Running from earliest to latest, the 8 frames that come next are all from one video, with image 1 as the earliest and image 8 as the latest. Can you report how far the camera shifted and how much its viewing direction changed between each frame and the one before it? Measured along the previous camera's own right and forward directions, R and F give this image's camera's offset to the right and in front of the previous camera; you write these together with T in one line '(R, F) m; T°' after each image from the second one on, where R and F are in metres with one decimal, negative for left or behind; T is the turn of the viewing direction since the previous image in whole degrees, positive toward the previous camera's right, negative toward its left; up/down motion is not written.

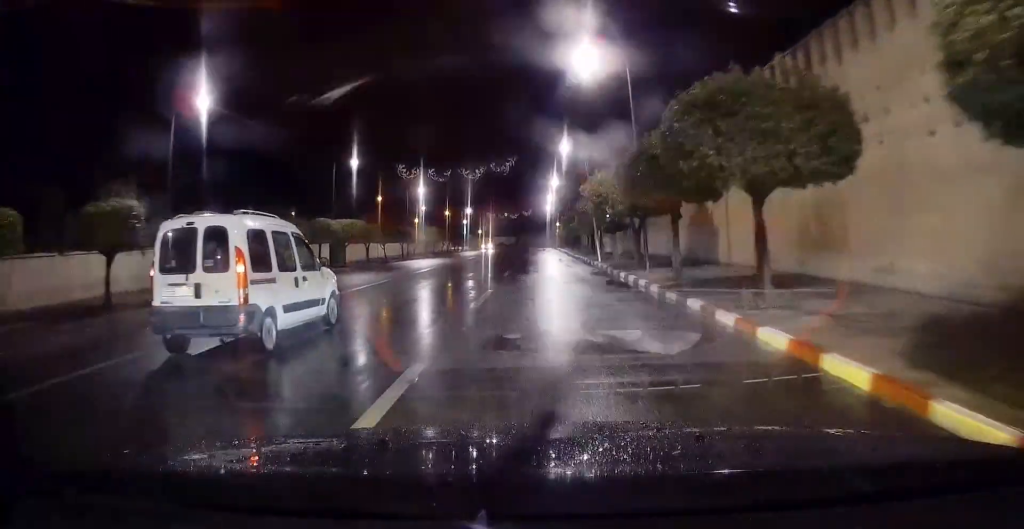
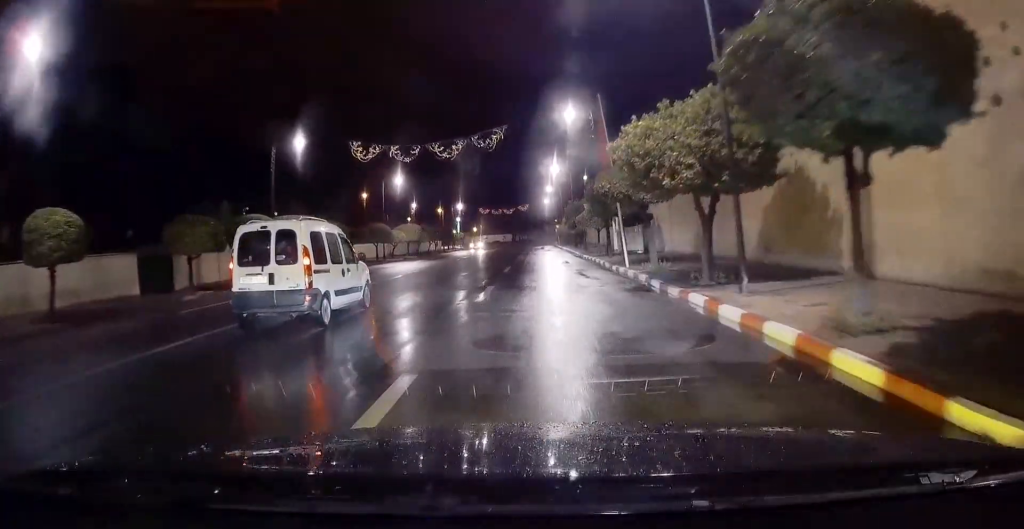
(-0.2, +10.2) m; +1°
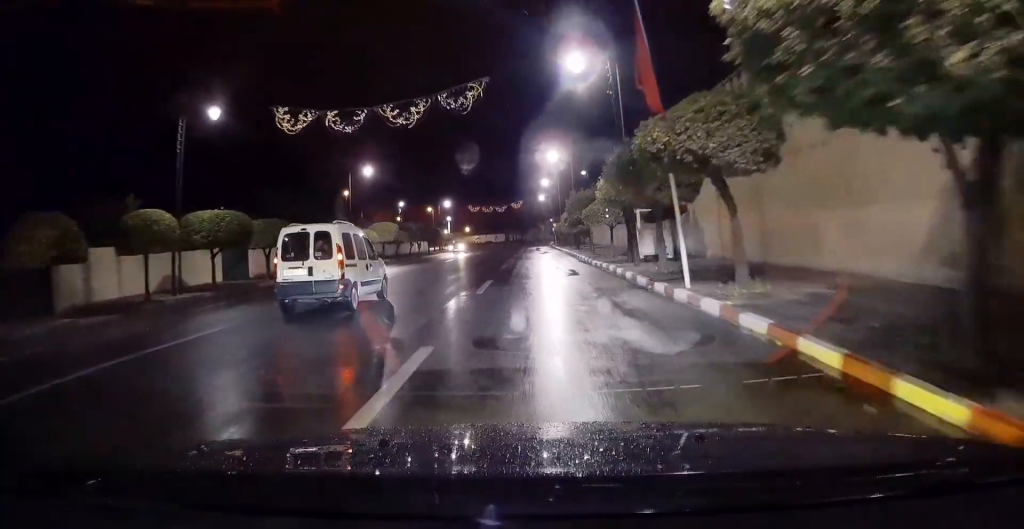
(+0.4, +9.3) m; +1°
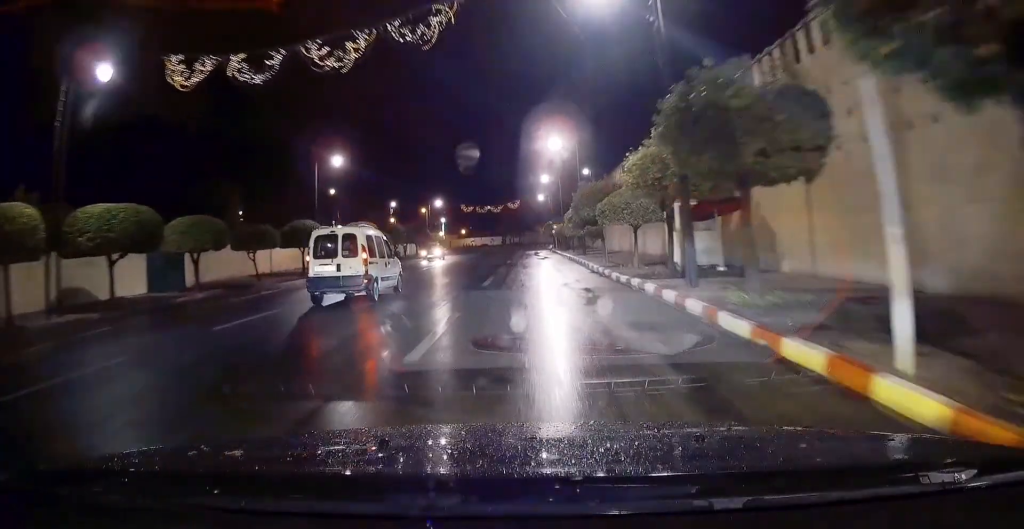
(-0.1, +8.0) m; -1°
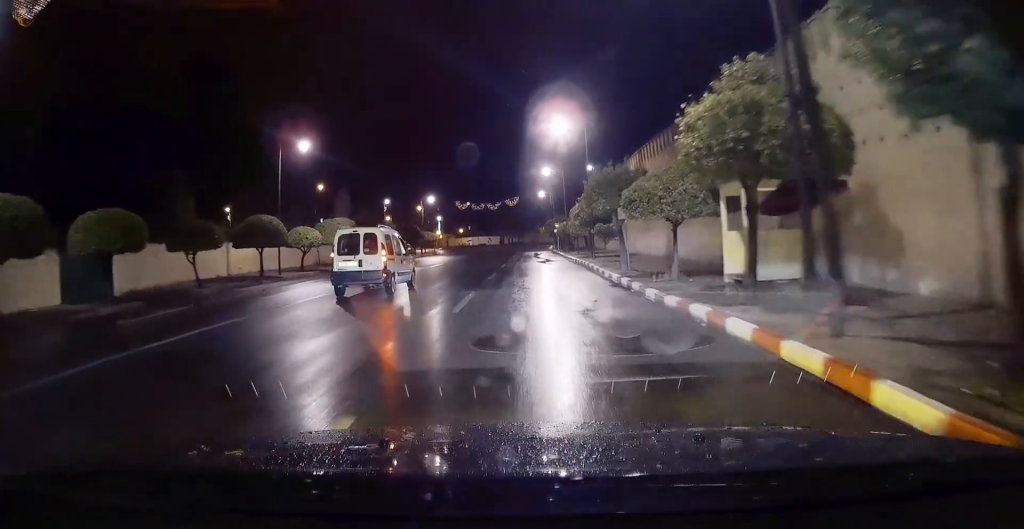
(-0.1, +6.6) m; -1°
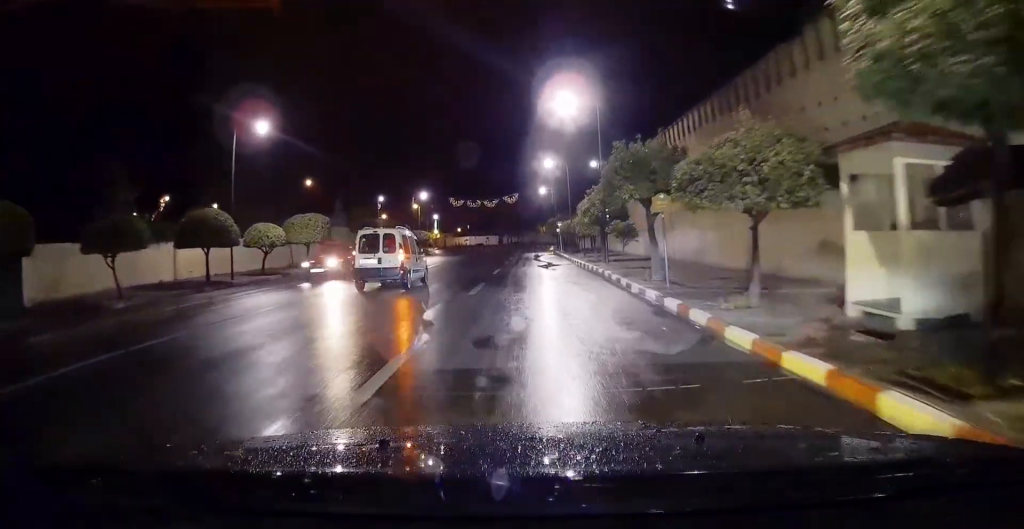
(0.0, +6.3) m; 0°
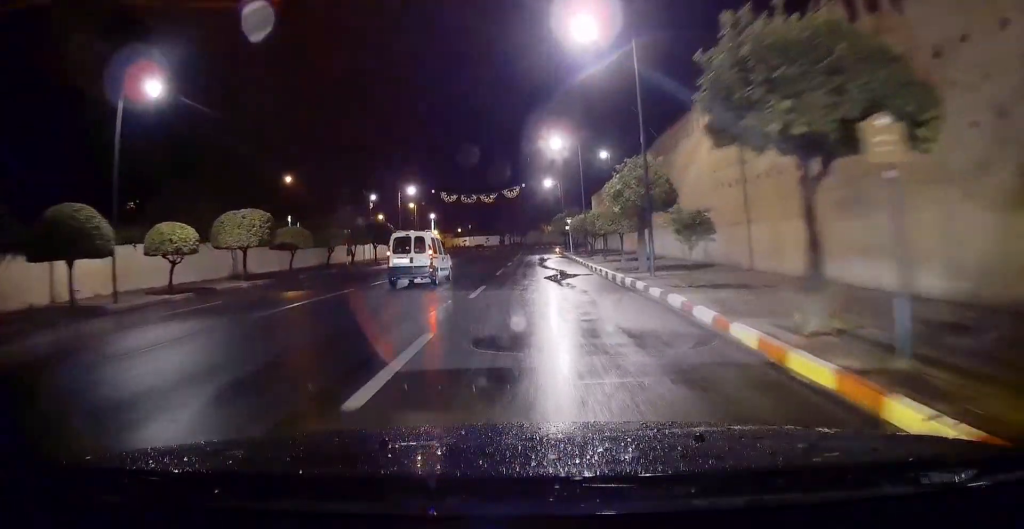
(+0.1, +10.2) m; -1°
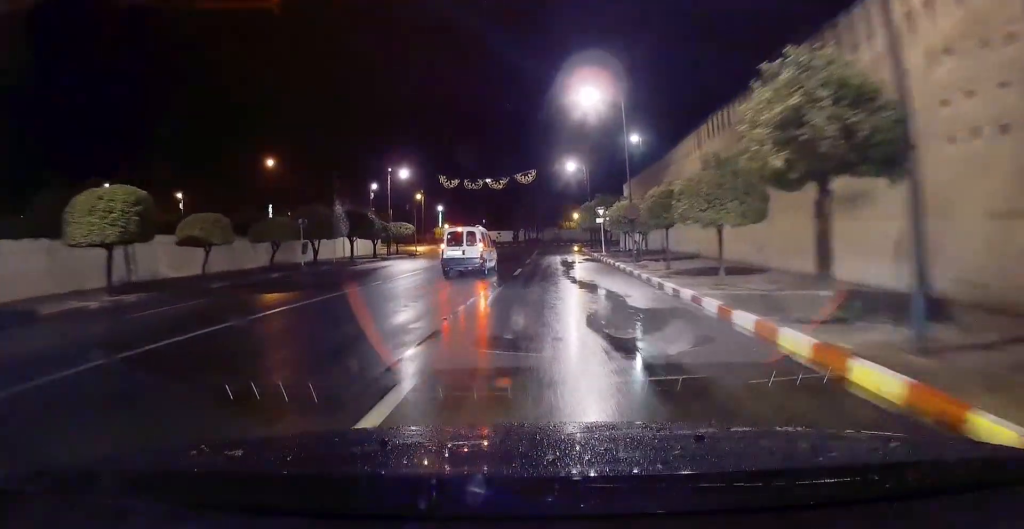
(-0.4, +12.8) m; -3°
